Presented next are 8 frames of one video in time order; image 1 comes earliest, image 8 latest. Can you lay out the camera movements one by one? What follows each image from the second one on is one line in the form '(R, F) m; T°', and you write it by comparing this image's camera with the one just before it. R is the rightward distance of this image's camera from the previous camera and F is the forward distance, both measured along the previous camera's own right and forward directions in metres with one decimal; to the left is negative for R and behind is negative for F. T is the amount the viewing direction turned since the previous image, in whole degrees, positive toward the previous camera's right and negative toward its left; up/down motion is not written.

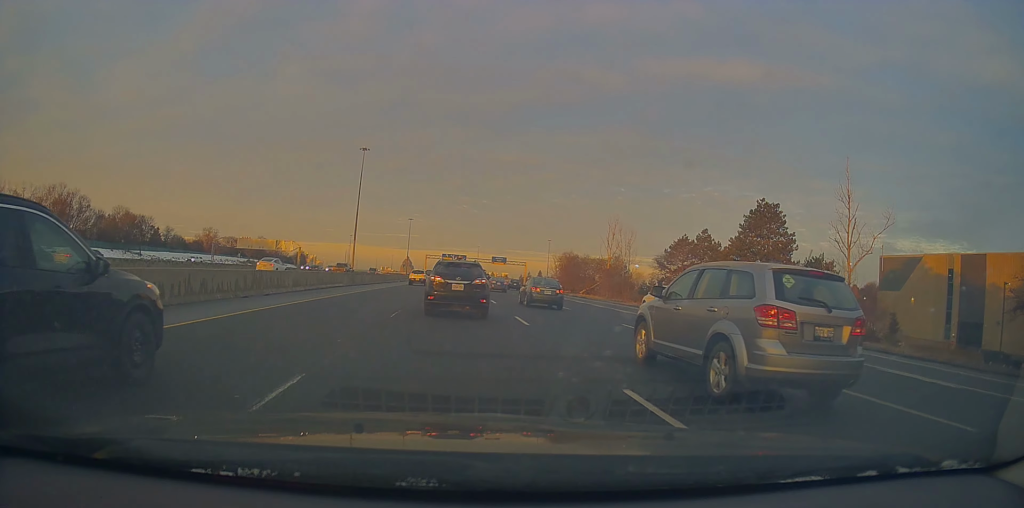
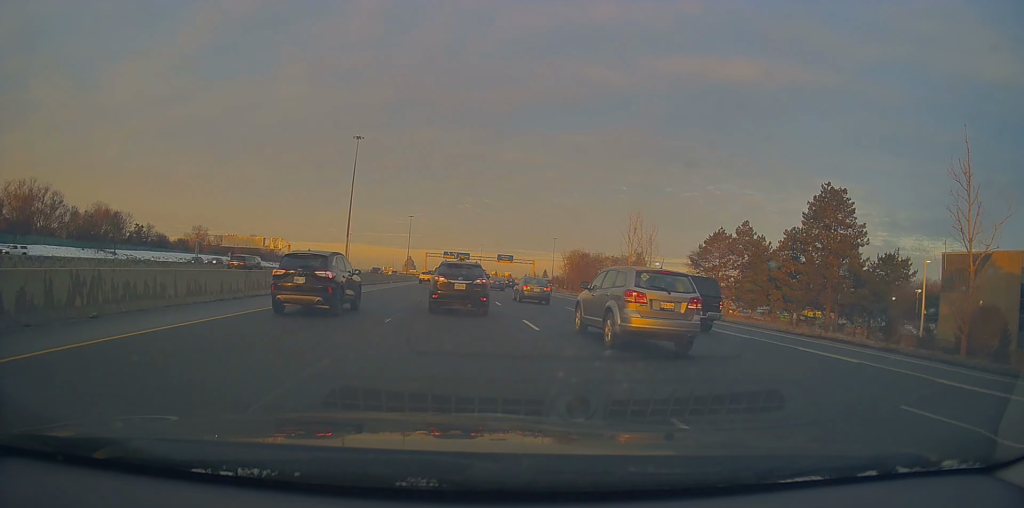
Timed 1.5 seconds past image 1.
(+0.1, +13.0) m; 0°
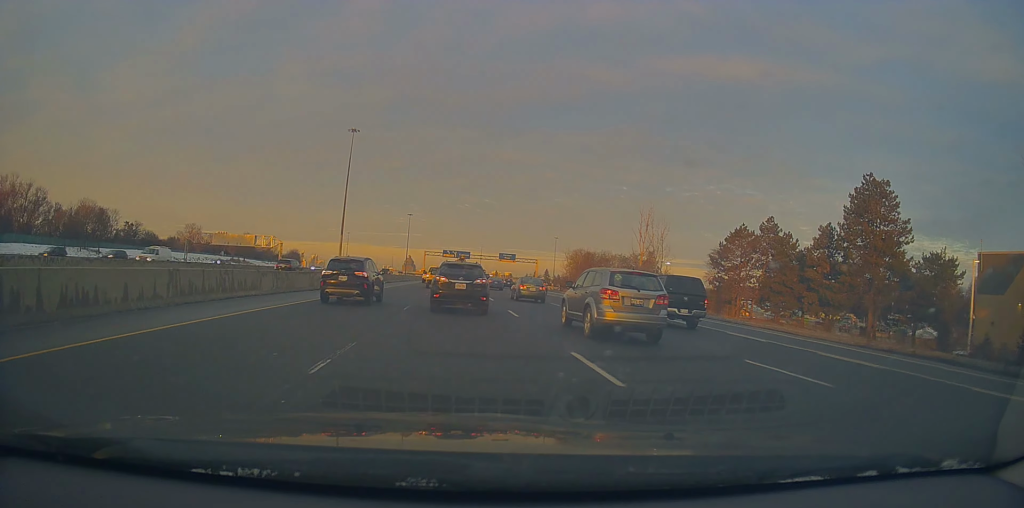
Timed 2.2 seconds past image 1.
(0.0, +6.7) m; 0°
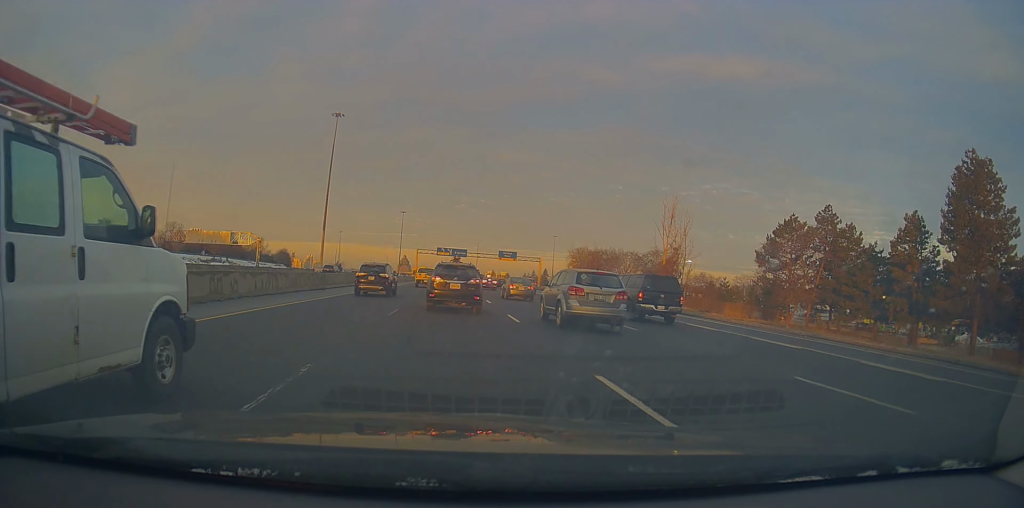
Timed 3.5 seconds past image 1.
(+0.1, +13.6) m; -2°
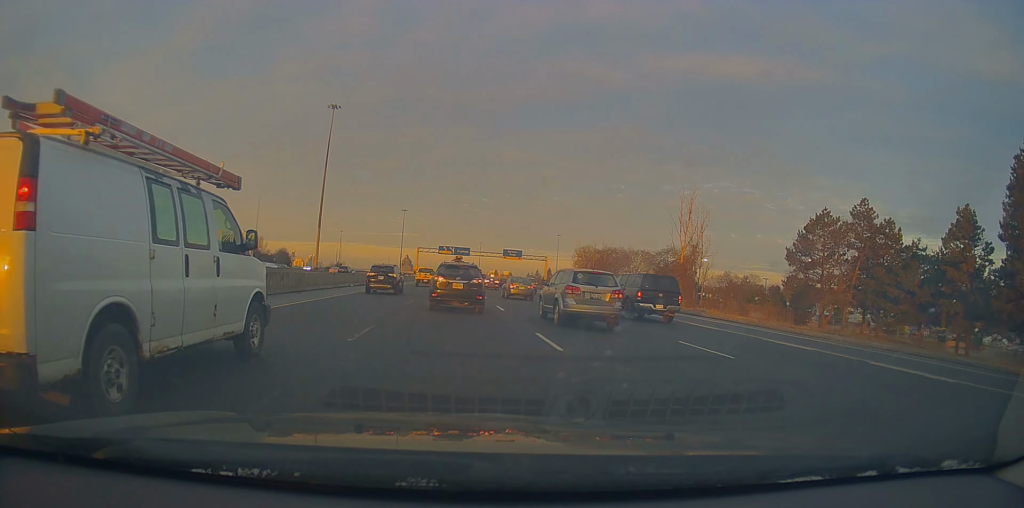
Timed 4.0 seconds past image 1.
(-0.1, +6.0) m; -1°
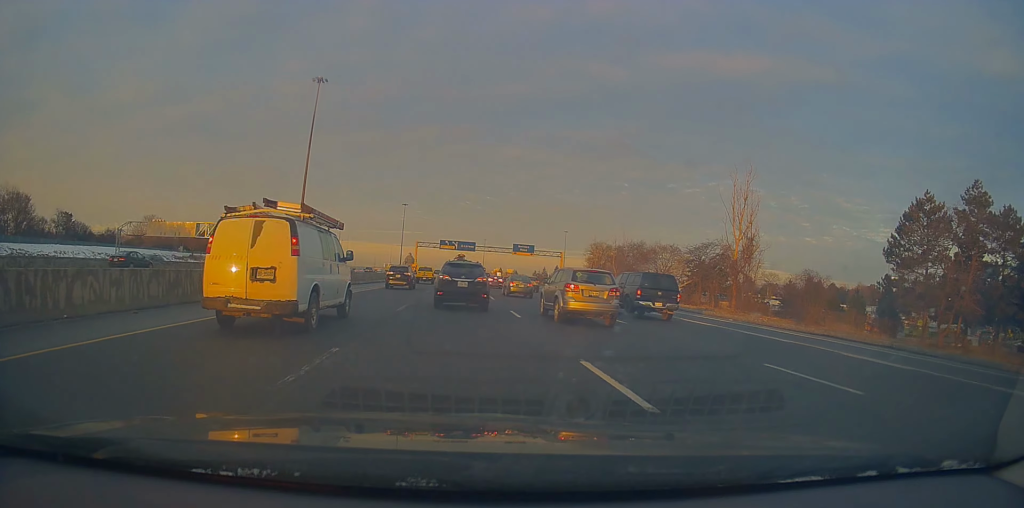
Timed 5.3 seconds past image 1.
(+0.4, +16.0) m; +3°
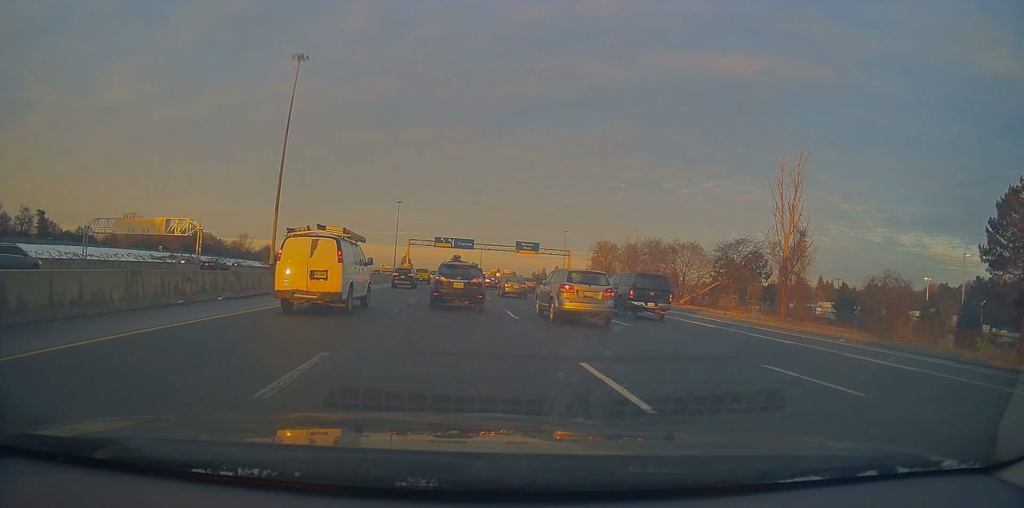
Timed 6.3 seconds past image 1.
(0.0, +12.2) m; -1°
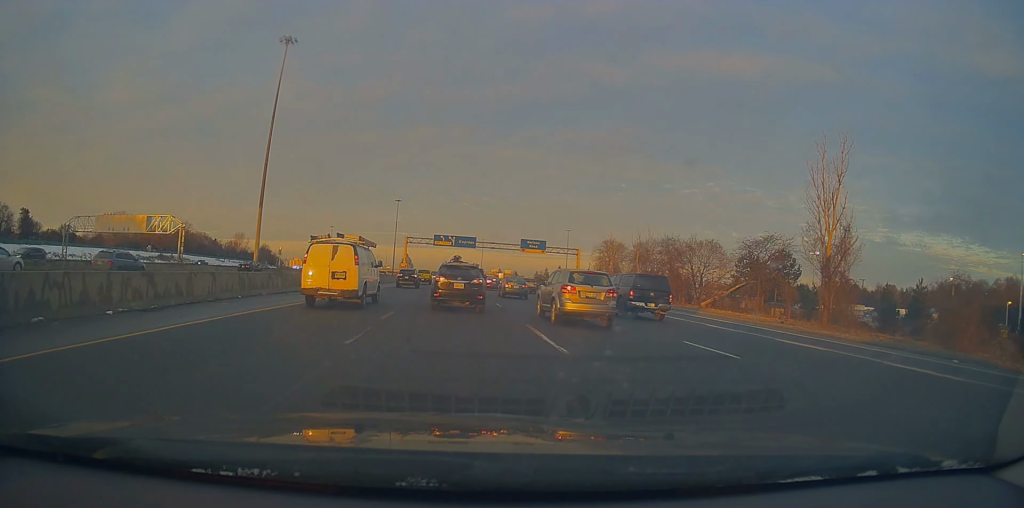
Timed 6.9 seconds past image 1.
(-0.5, +7.4) m; -1°
